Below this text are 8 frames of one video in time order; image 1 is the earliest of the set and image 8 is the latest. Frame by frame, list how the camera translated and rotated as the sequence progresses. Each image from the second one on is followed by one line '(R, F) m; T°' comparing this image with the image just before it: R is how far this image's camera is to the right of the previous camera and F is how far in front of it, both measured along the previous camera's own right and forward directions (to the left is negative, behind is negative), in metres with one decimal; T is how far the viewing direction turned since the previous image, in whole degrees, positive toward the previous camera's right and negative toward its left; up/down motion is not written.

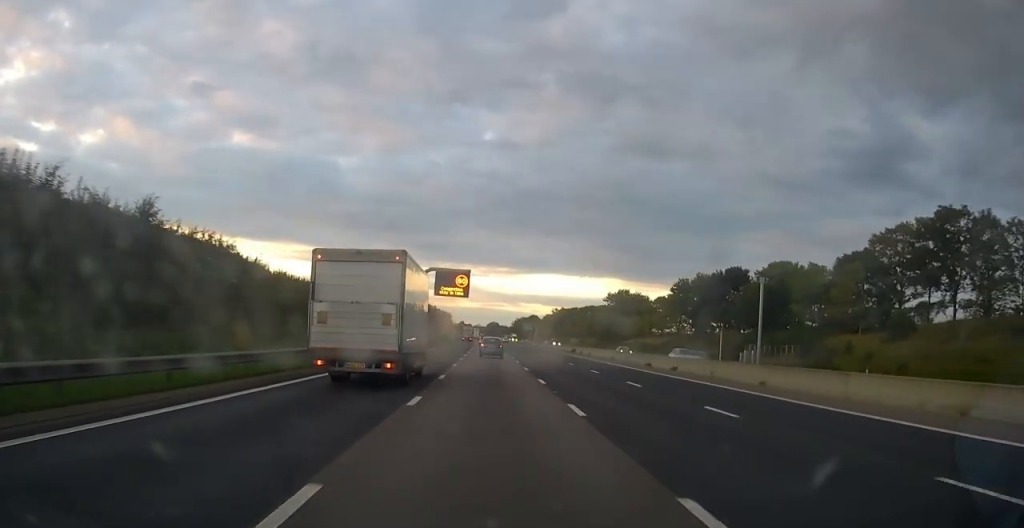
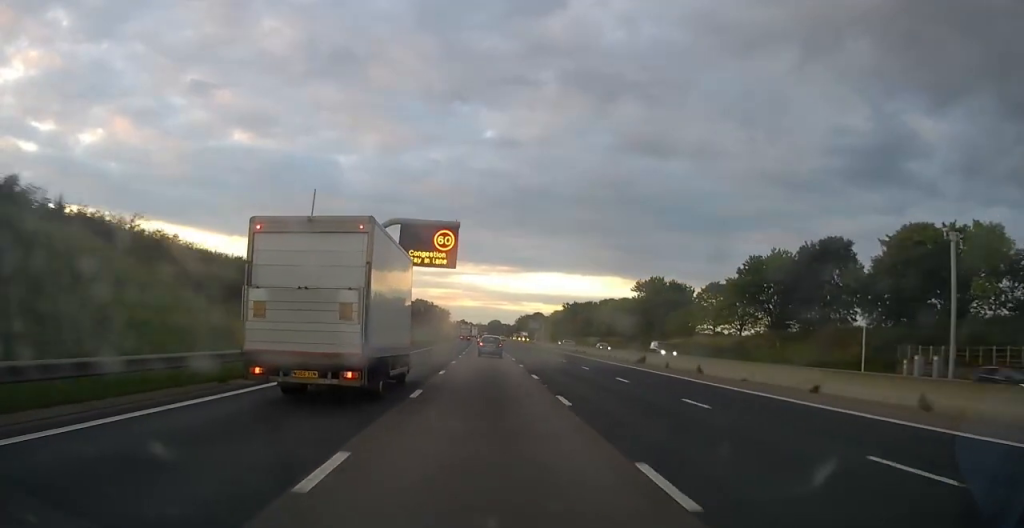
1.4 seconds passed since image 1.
(-0.1, +34.2) m; 0°
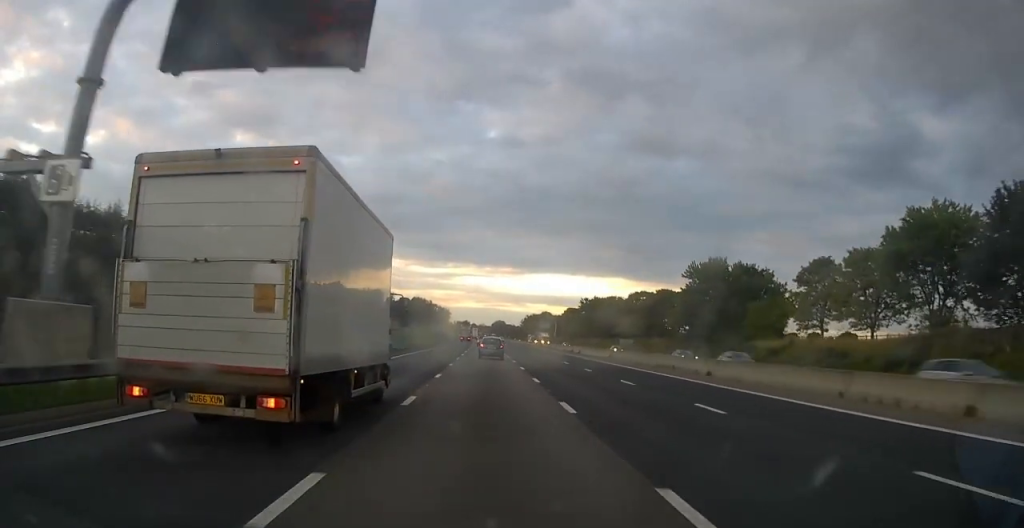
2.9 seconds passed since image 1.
(-0.1, +37.8) m; 0°
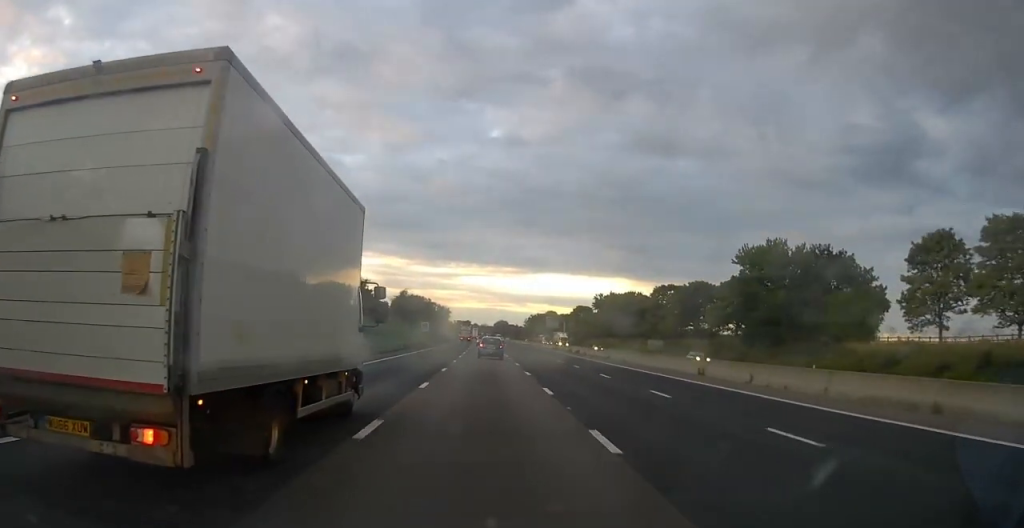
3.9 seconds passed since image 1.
(0.0, +22.9) m; 0°
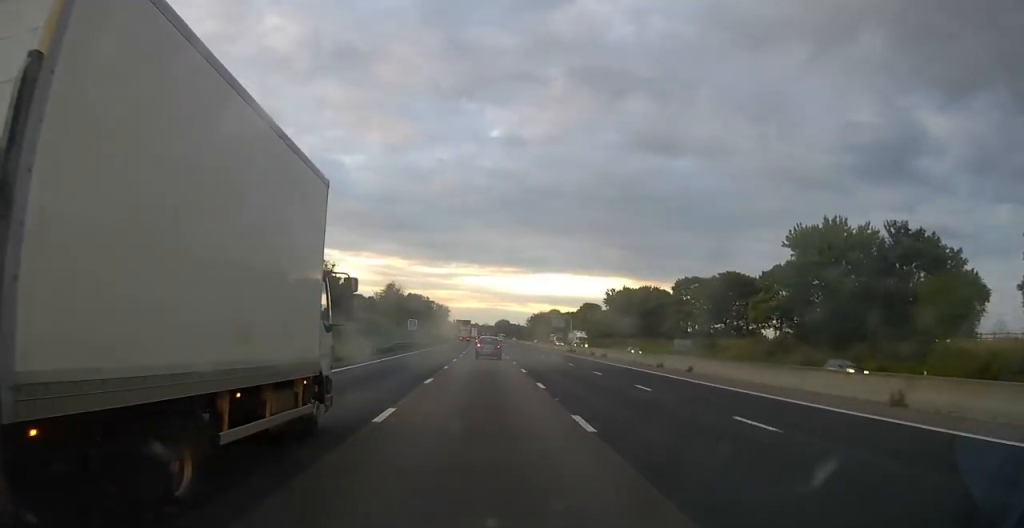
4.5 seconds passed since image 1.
(0.0, +16.4) m; 0°
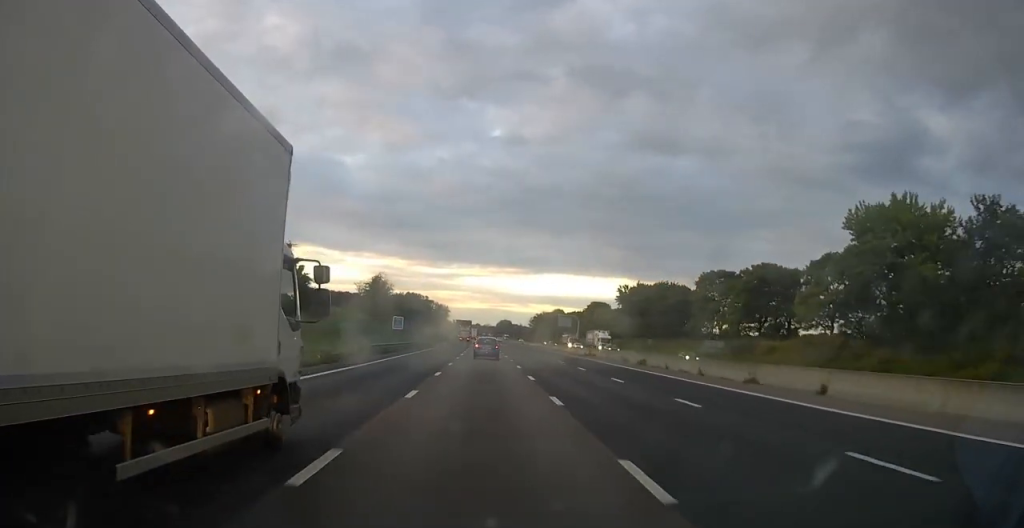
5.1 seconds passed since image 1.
(0.0, +13.9) m; 0°
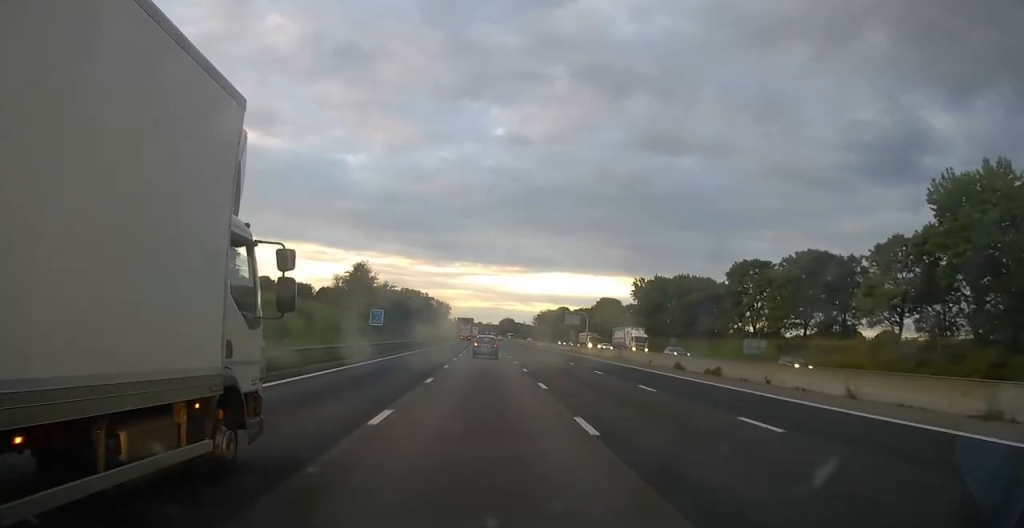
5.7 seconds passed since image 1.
(-0.1, +13.7) m; 0°
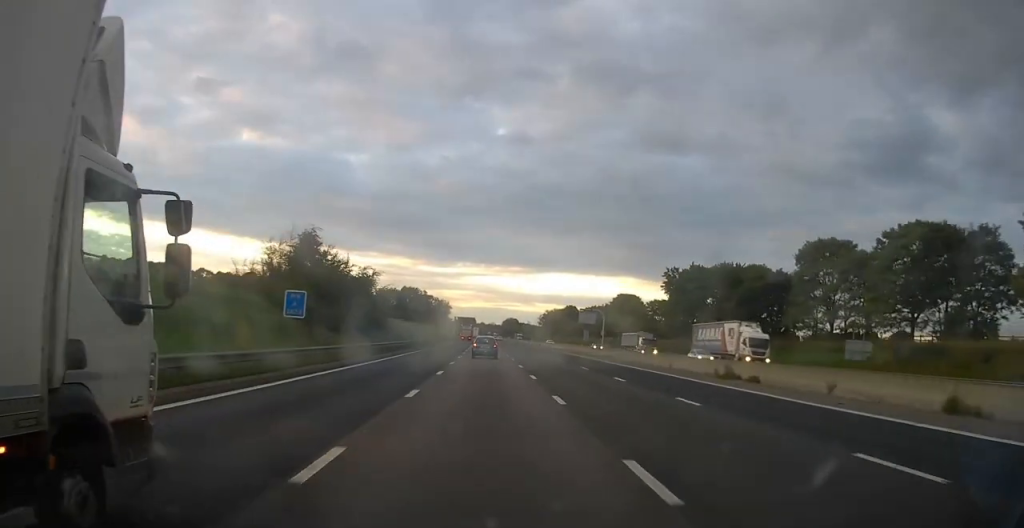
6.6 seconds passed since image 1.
(-0.1, +22.3) m; 0°
